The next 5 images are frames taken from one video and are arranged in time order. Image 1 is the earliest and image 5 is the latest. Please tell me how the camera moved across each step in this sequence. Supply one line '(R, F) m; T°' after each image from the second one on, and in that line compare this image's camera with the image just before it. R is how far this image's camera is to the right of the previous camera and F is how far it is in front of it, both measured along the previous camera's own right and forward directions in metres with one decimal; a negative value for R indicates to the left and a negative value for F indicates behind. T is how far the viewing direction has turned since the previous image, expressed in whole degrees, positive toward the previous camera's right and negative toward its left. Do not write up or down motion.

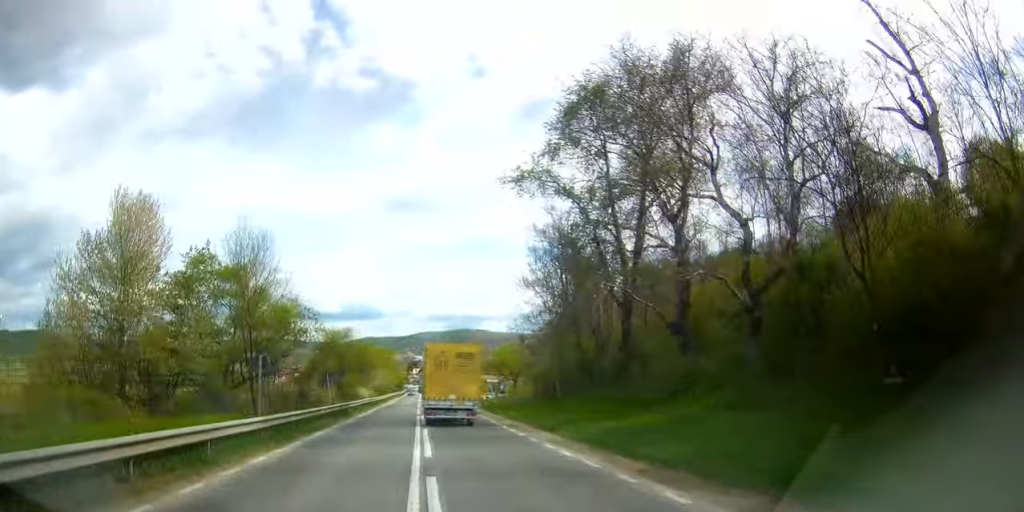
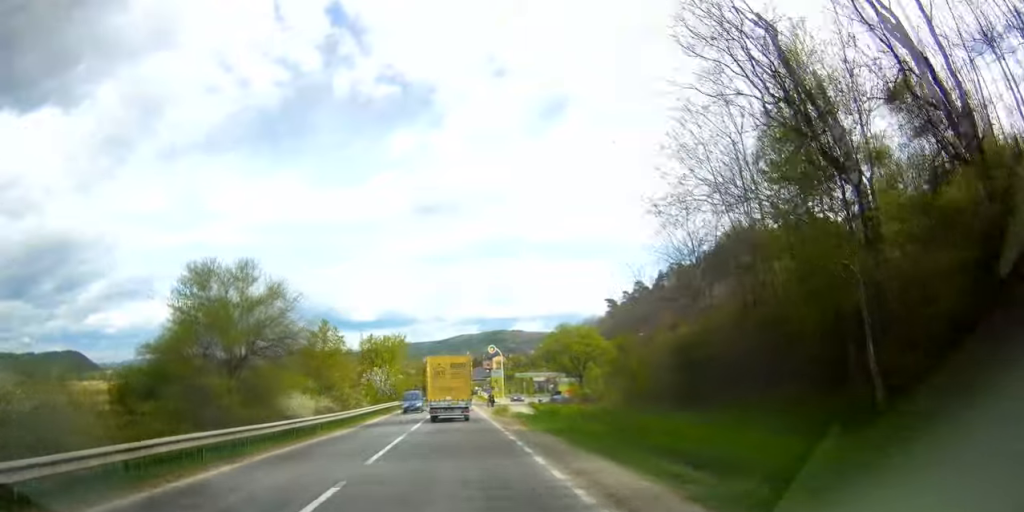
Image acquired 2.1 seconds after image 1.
(+0.5, +35.8) m; +3°
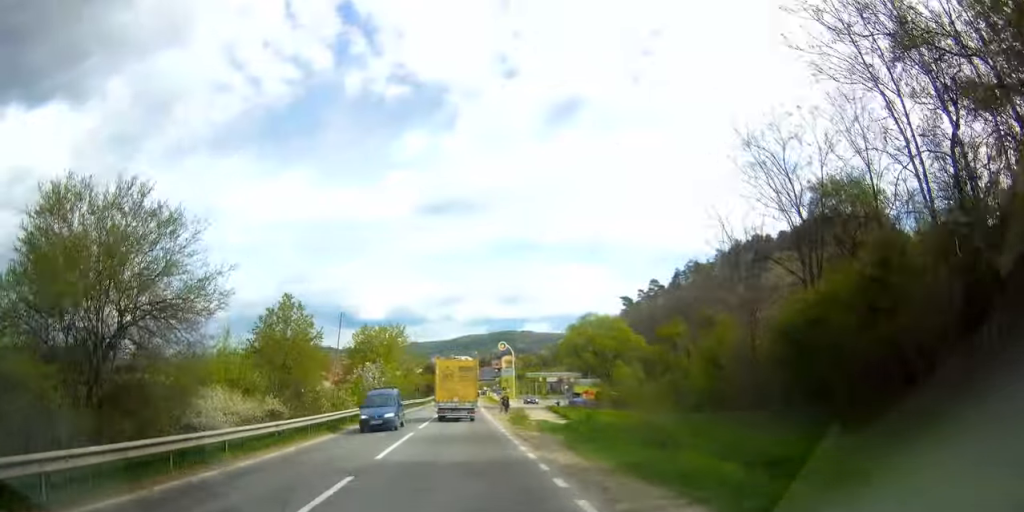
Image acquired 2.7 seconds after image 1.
(+0.1, +11.2) m; 0°
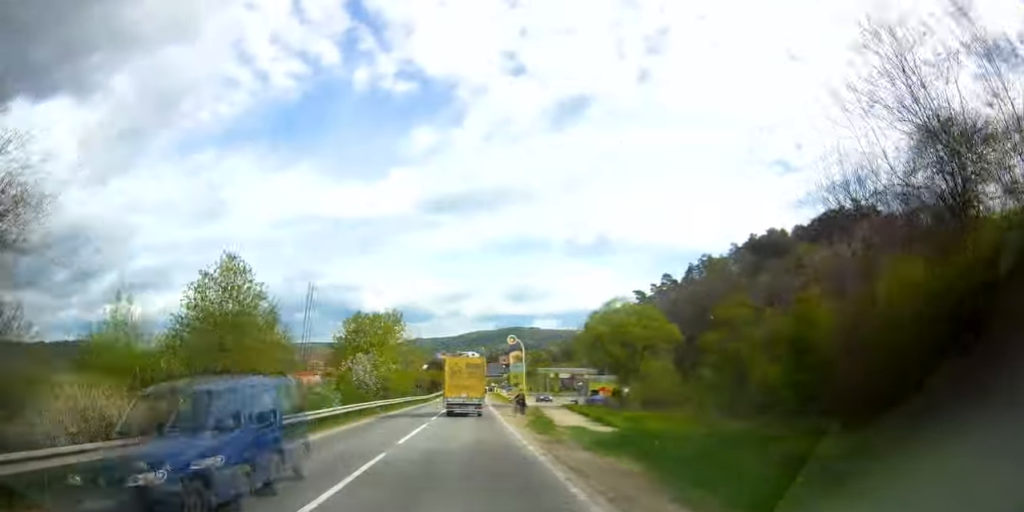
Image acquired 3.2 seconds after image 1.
(+0.1, +9.0) m; -1°
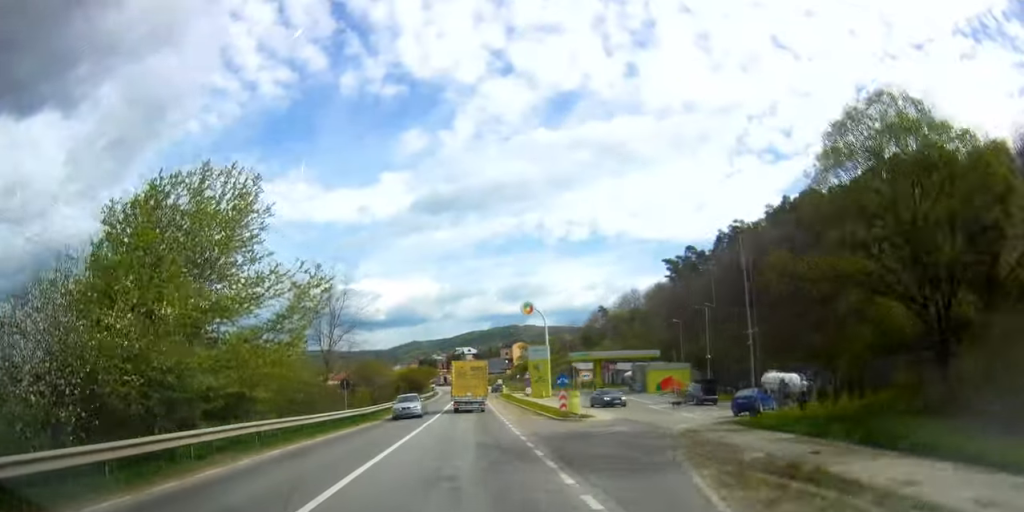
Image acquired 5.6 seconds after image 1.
(-1.2, +41.3) m; -2°
